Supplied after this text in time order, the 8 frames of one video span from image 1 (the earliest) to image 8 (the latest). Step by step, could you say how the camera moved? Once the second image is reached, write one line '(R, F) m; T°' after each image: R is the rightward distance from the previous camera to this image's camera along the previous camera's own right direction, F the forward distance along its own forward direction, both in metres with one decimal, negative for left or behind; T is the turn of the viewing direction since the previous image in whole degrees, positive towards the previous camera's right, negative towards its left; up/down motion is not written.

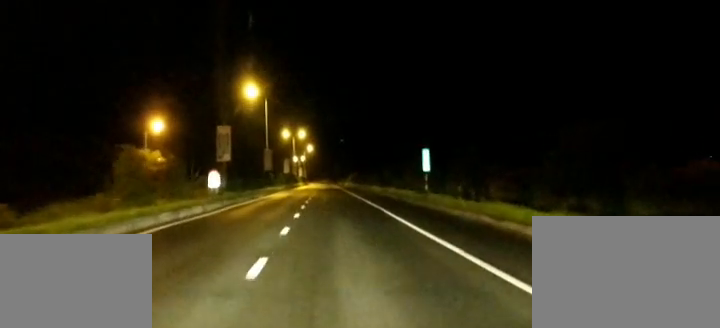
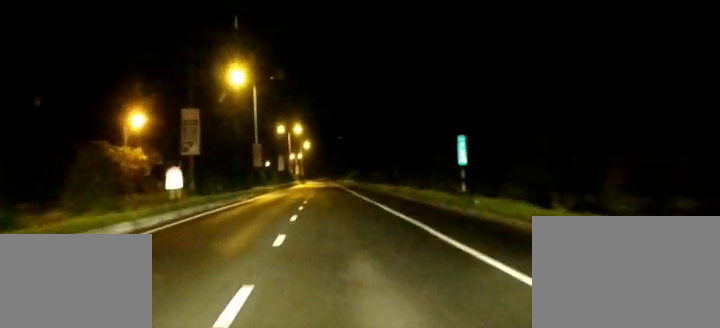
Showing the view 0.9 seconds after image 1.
(+0.3, +12.0) m; +2°
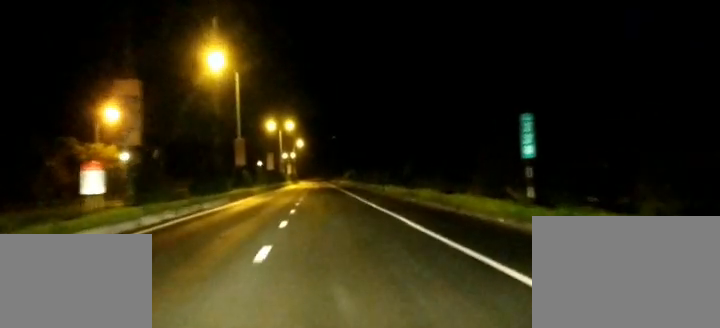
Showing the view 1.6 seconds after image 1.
(+0.2, +10.4) m; 0°
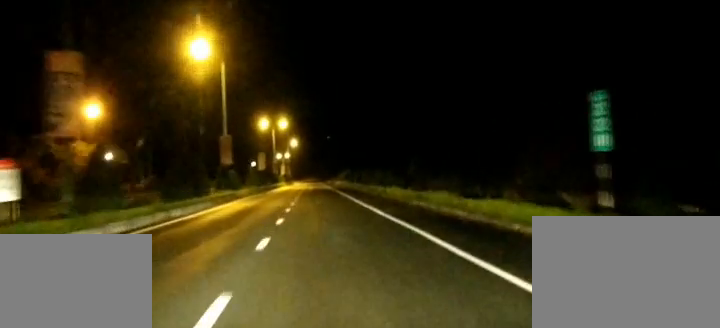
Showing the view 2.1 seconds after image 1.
(-0.1, +6.1) m; -1°
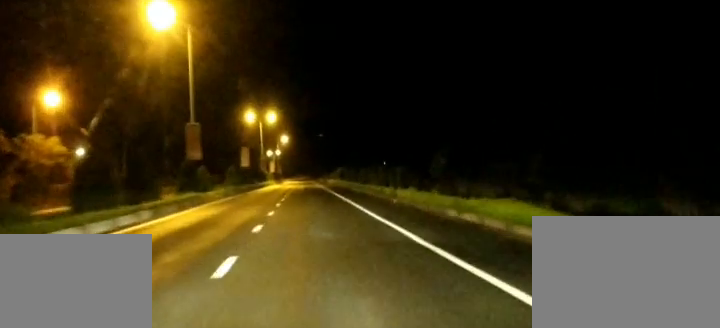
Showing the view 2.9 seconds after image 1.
(-0.1, +11.9) m; 0°
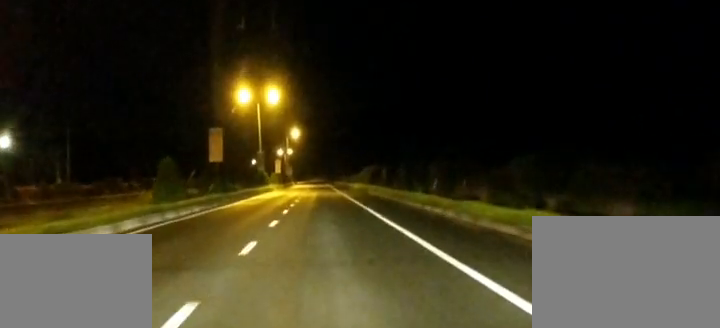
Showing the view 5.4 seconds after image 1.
(-0.3, +37.2) m; -1°
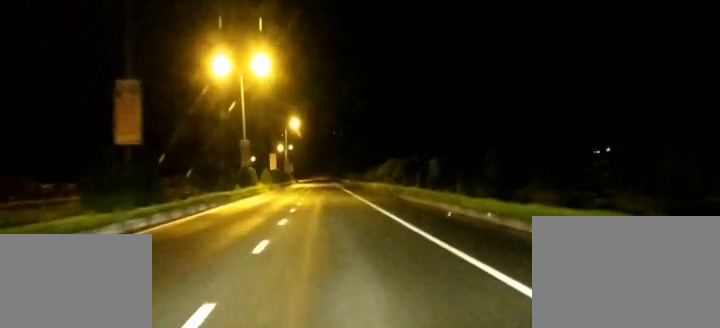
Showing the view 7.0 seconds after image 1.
(0.0, +24.9) m; 0°
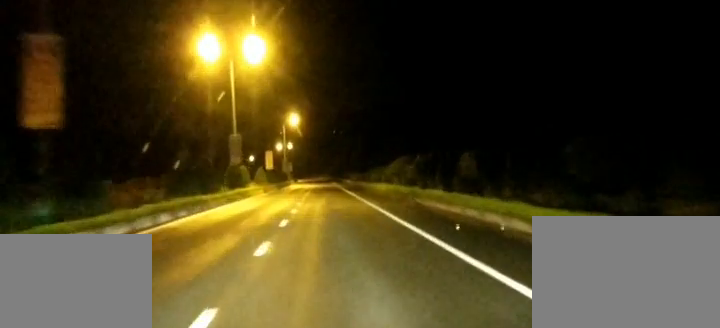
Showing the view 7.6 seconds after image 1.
(0.0, +8.8) m; 0°
